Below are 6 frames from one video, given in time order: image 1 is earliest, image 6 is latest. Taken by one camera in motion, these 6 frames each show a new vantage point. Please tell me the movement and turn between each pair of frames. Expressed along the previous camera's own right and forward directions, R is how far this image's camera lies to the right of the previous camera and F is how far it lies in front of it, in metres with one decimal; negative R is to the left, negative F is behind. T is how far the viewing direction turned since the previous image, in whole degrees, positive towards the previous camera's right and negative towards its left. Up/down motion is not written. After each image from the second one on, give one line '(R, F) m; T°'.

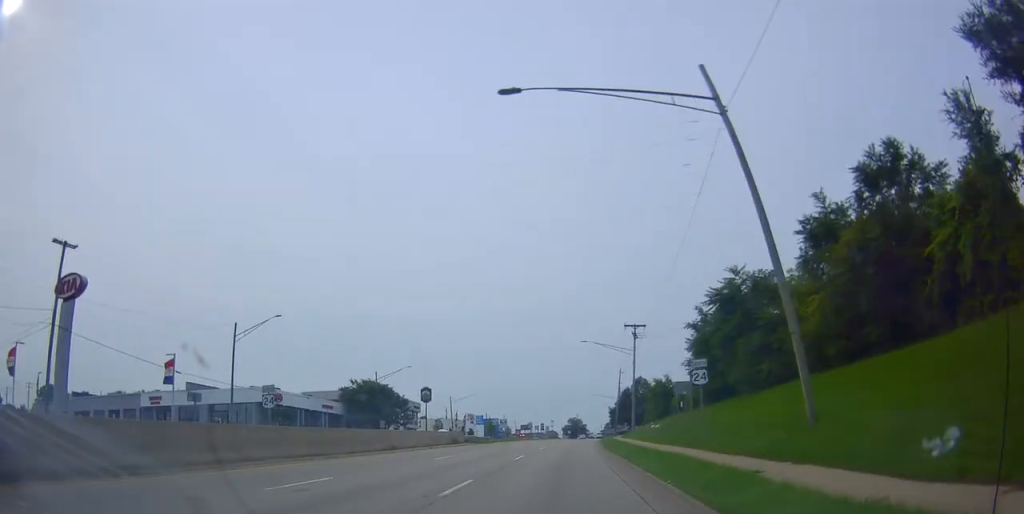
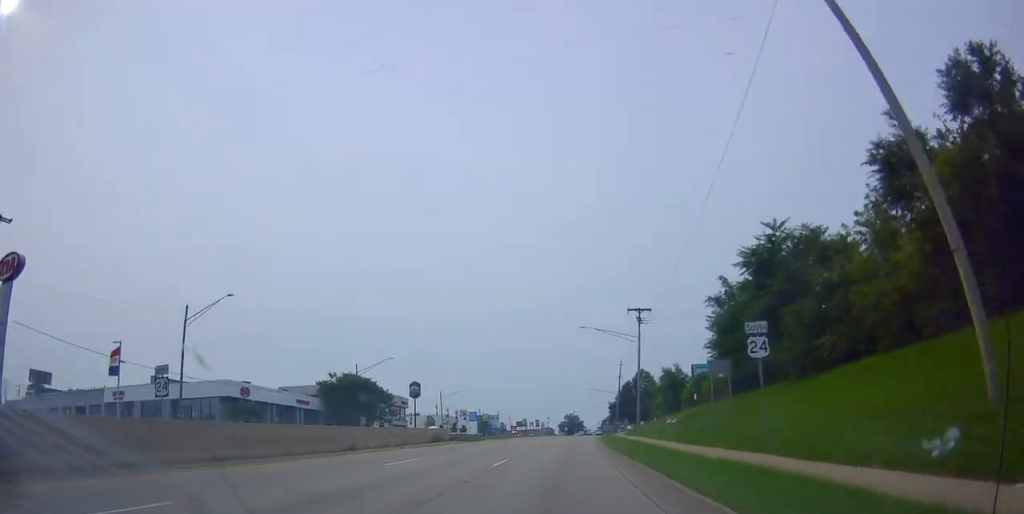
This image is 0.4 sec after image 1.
(0.0, +7.0) m; +1°
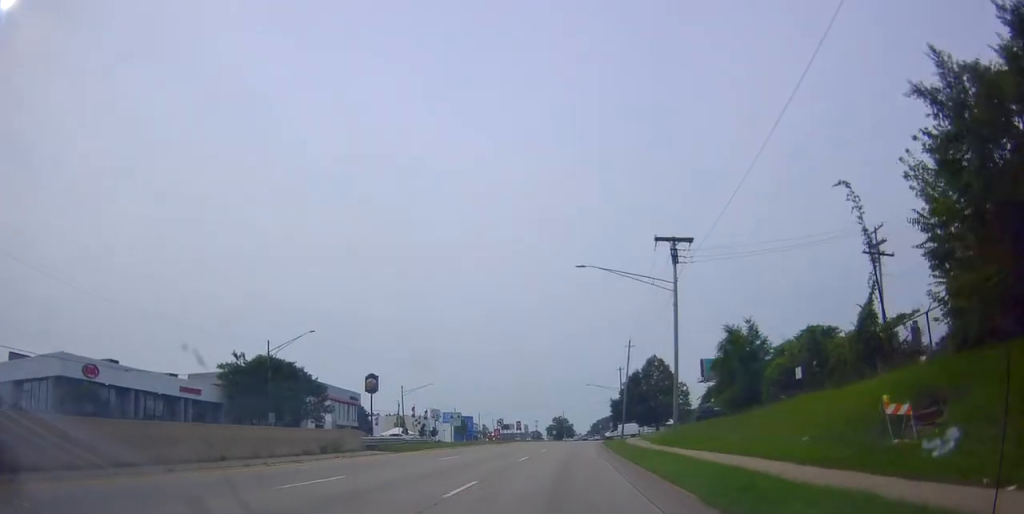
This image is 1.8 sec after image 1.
(+0.4, +23.0) m; +2°
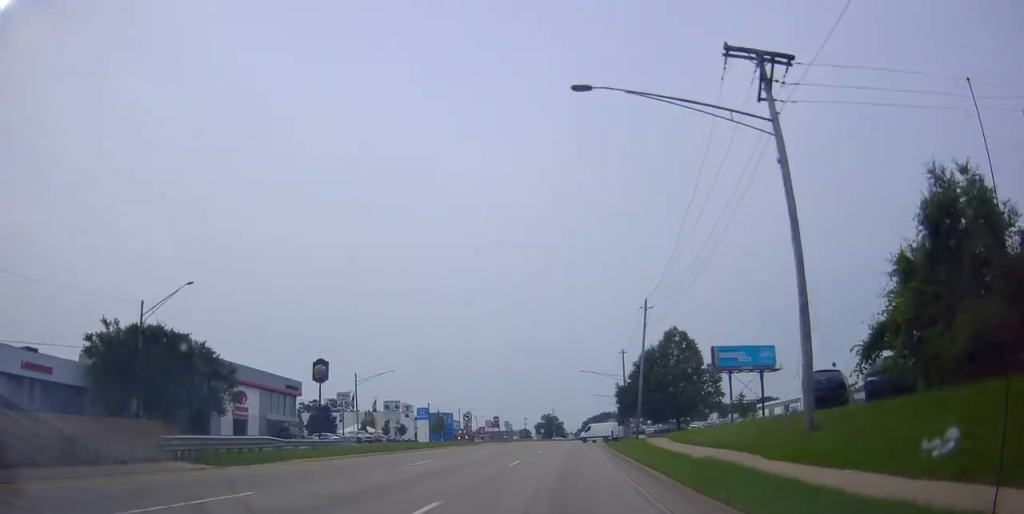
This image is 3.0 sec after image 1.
(+0.4, +19.8) m; +1°
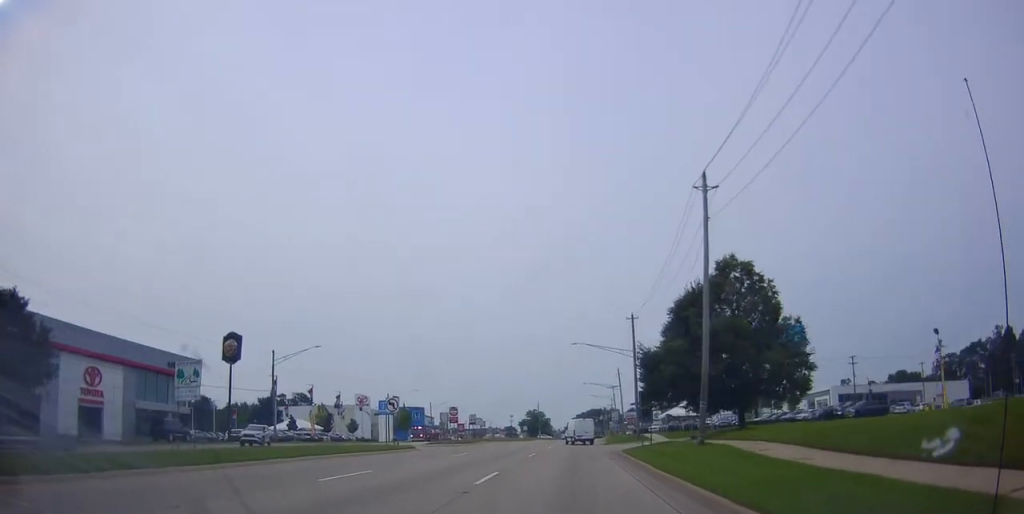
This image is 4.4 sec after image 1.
(0.0, +24.0) m; +2°
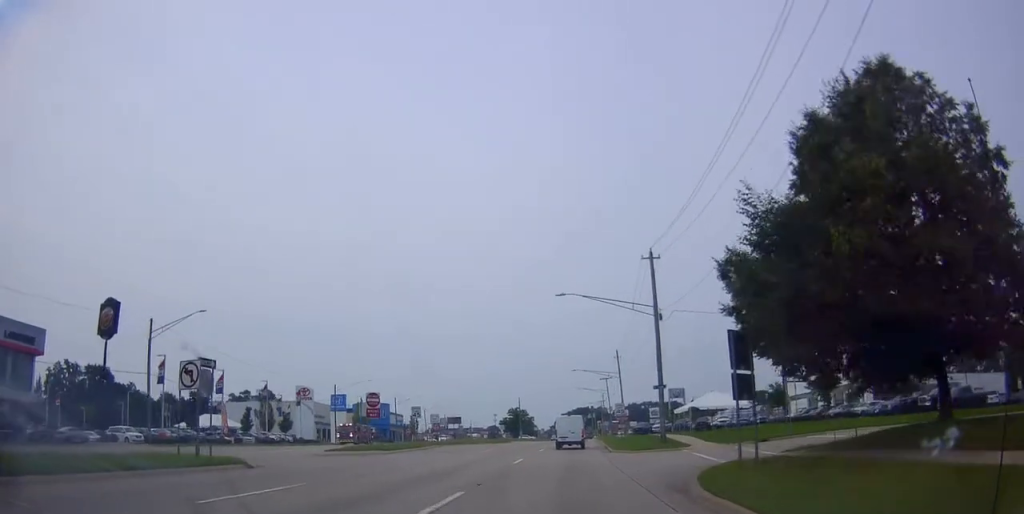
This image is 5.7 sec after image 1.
(+0.8, +21.3) m; +1°
